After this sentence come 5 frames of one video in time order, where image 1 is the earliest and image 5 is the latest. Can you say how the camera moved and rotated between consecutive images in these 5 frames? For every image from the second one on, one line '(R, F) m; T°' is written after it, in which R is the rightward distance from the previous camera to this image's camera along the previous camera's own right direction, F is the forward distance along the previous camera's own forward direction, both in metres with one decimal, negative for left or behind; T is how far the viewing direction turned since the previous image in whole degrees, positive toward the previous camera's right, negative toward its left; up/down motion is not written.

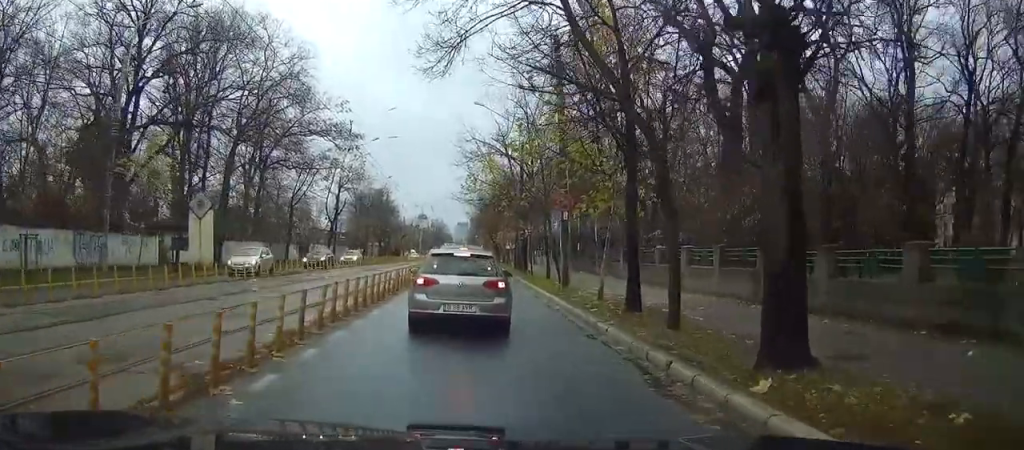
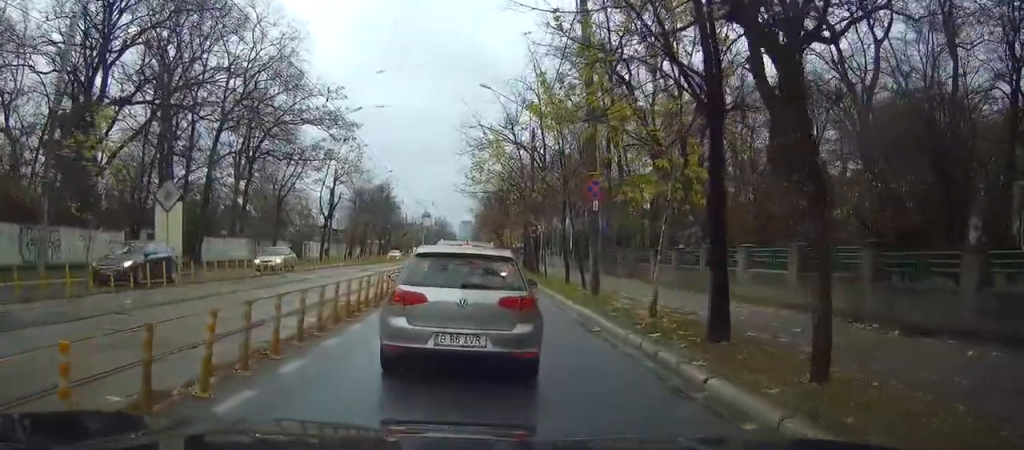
(+0.3, +5.7) m; +5°
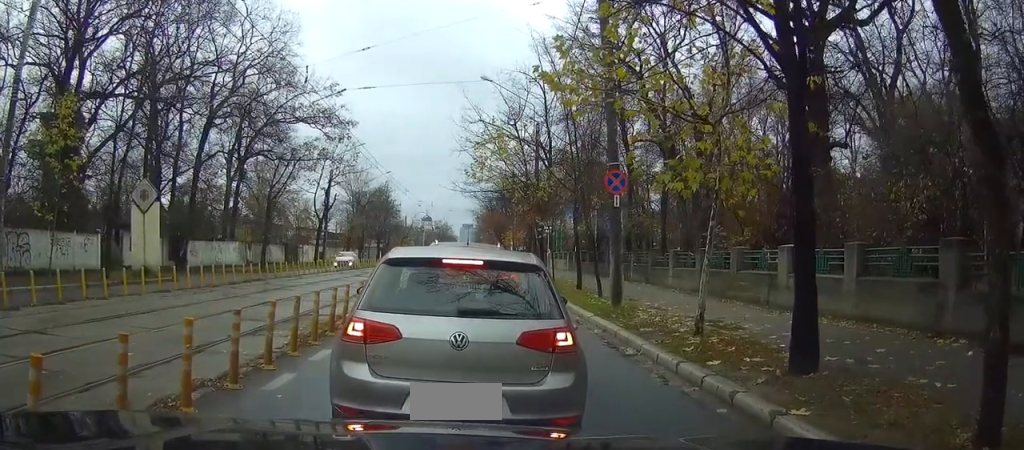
(0.0, +3.4) m; +1°
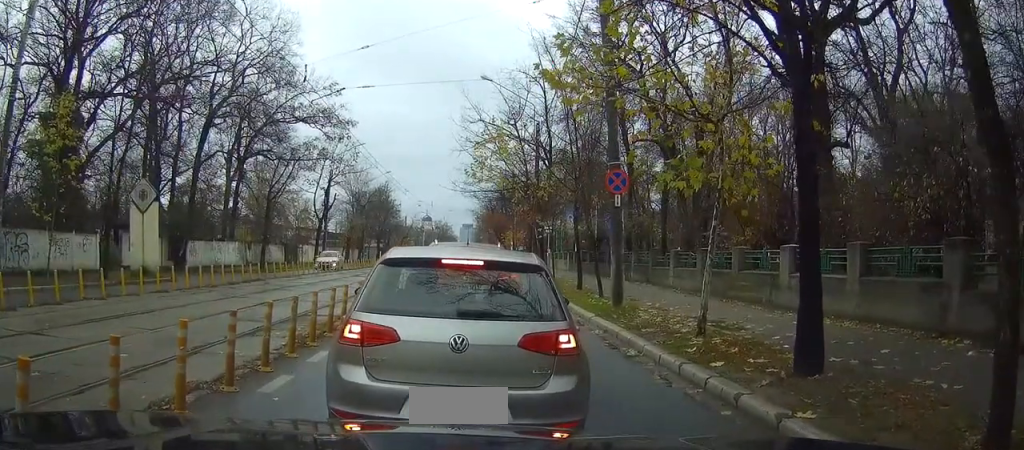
(0.0, +0.3) m; 0°
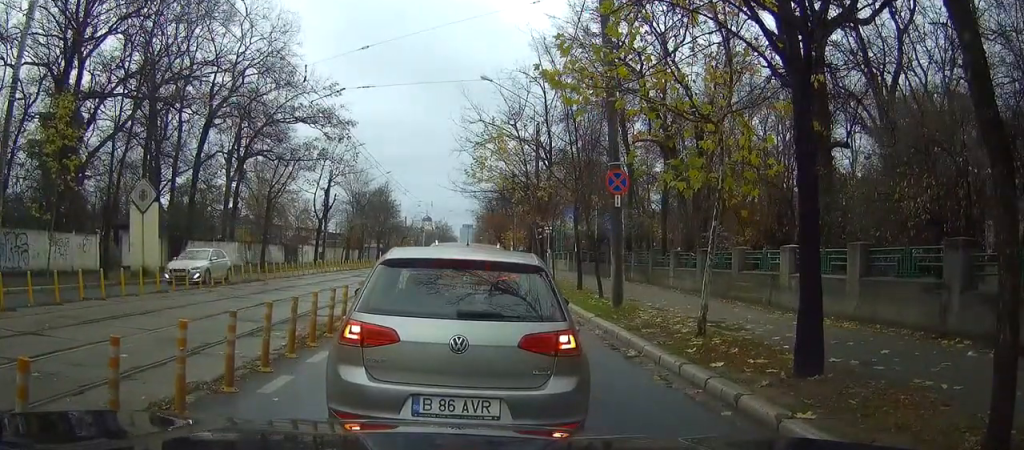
(-0.2, +0.9) m; 0°
